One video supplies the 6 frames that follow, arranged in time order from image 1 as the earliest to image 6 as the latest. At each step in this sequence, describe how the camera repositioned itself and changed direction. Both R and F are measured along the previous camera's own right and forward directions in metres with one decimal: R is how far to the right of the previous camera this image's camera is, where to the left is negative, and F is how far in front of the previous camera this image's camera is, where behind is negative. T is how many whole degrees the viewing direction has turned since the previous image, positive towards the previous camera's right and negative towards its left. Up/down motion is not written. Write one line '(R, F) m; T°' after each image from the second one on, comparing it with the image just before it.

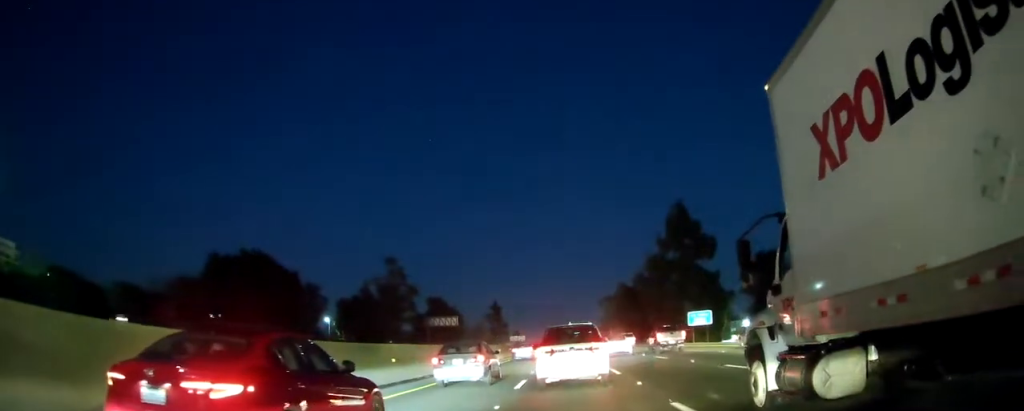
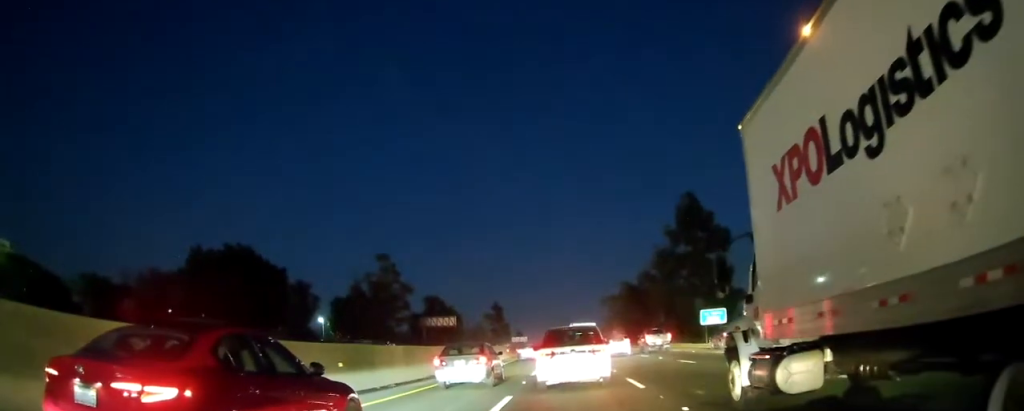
(-0.1, +7.5) m; 0°
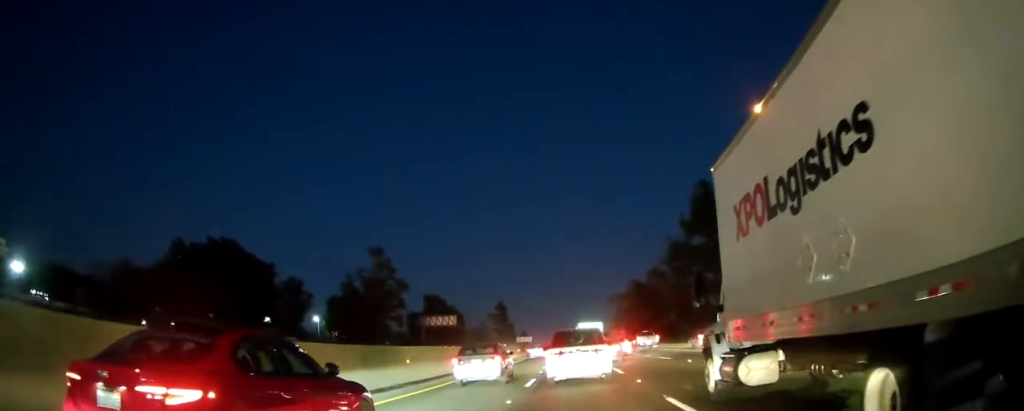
(0.0, +8.1) m; +1°
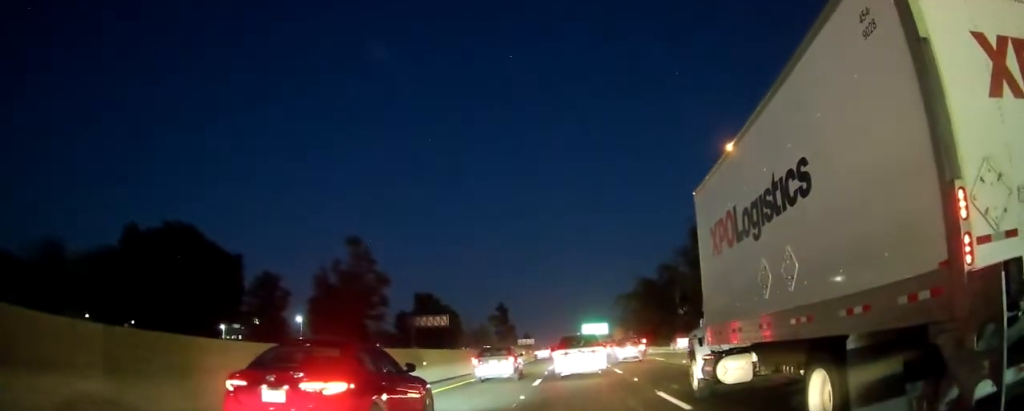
(+0.2, +11.0) m; 0°
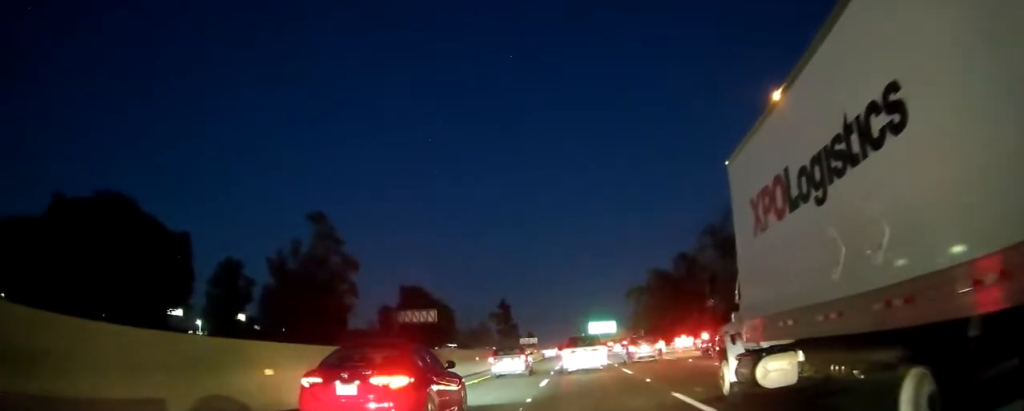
(-0.2, +13.1) m; -1°
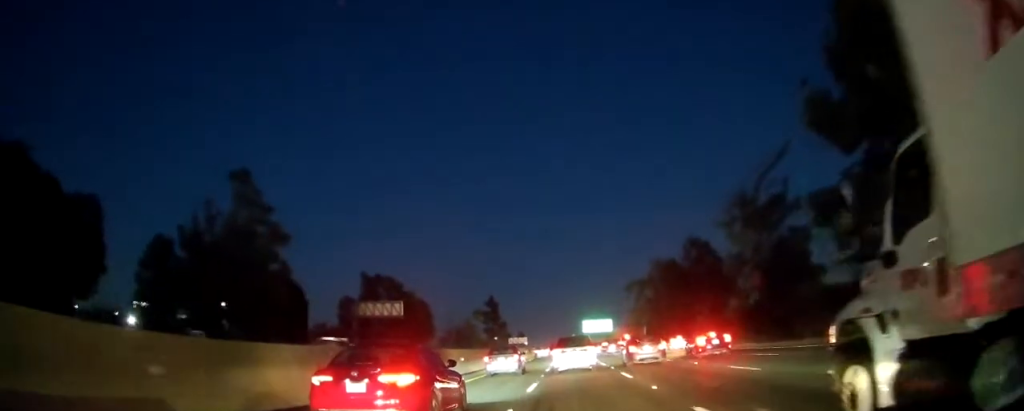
(0.0, +15.6) m; 0°
